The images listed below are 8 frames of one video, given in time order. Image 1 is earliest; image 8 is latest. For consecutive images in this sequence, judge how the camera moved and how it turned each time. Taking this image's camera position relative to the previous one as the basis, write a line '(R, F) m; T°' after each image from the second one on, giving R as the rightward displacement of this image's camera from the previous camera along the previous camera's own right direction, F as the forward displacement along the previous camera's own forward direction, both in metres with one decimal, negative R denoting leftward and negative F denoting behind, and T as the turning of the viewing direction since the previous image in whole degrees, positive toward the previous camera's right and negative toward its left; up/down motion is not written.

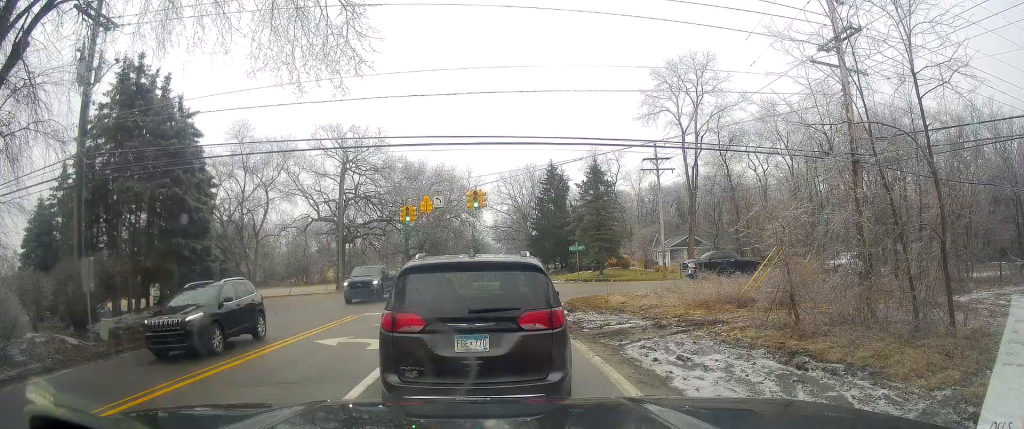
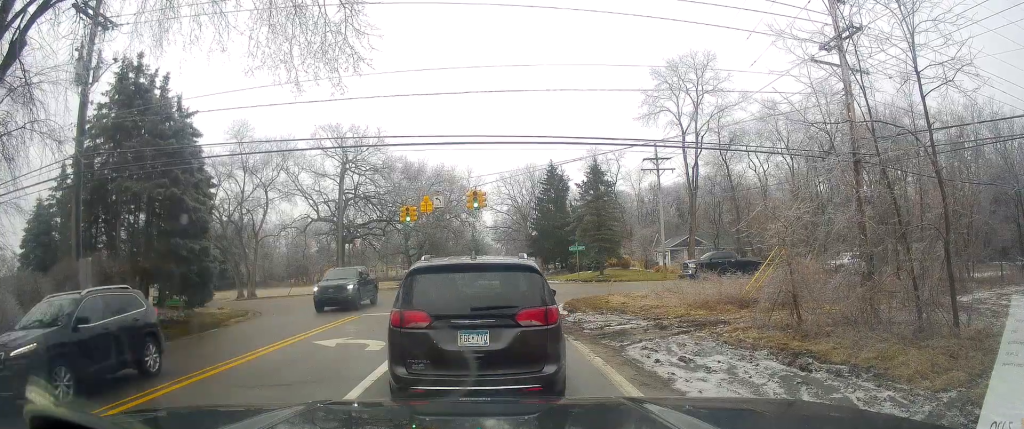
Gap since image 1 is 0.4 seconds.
(0.0, 0.0) m; 0°
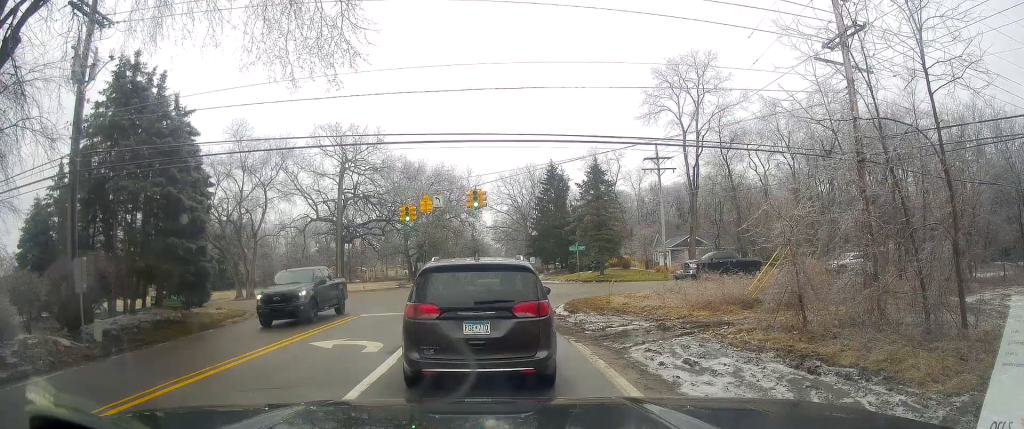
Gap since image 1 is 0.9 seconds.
(0.0, 0.0) m; 0°
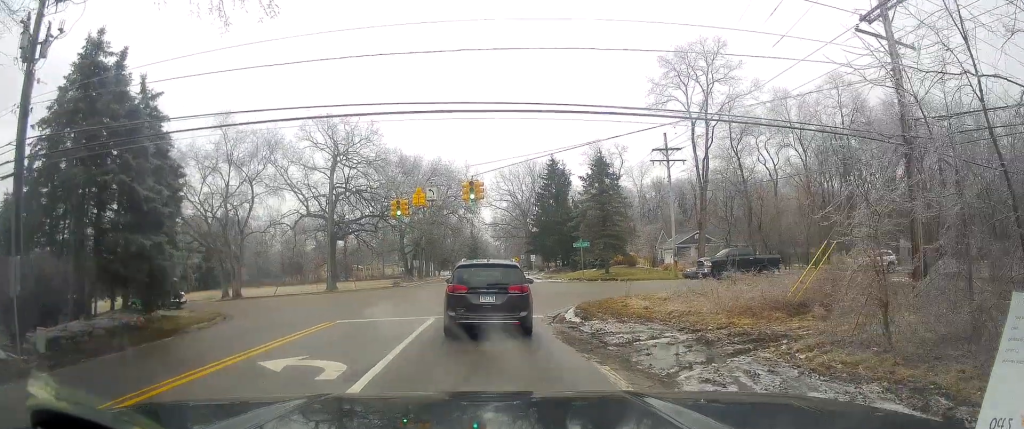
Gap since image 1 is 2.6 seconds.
(-0.1, +0.5) m; 0°
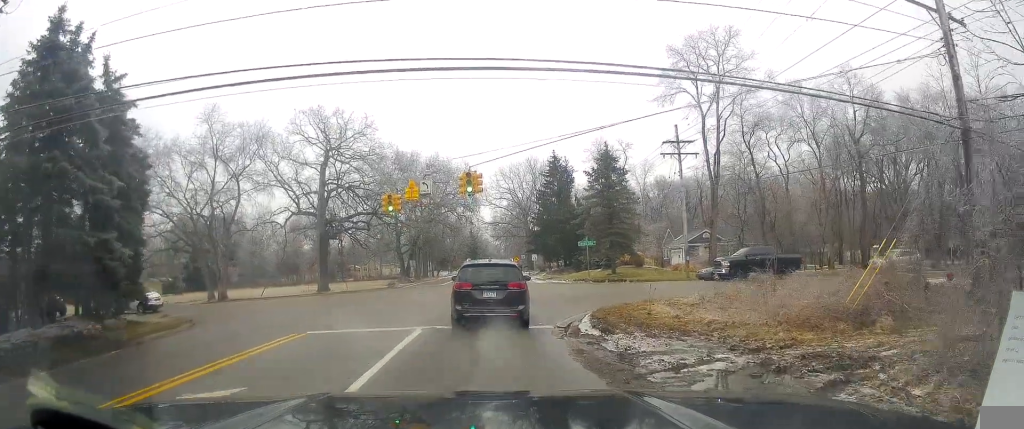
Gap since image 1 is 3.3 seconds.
(0.0, +0.3) m; 0°
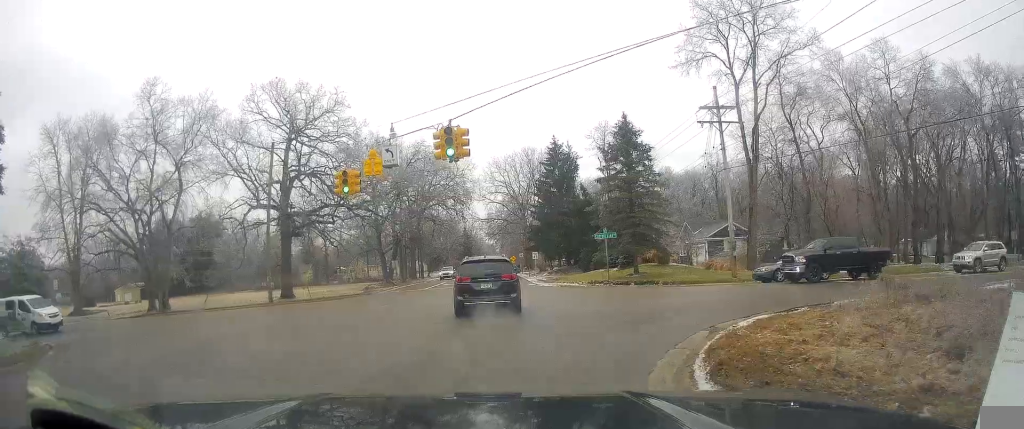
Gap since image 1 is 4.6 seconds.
(0.0, +2.9) m; 0°
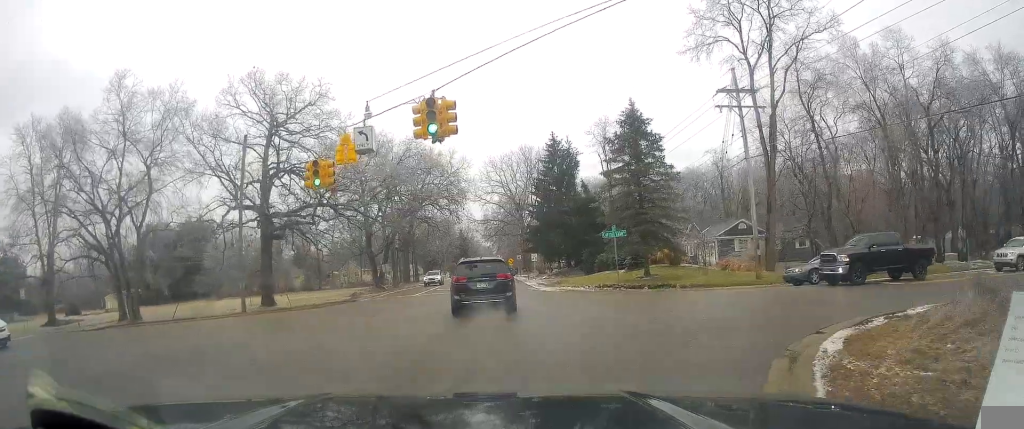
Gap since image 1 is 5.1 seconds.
(0.0, +2.1) m; 0°
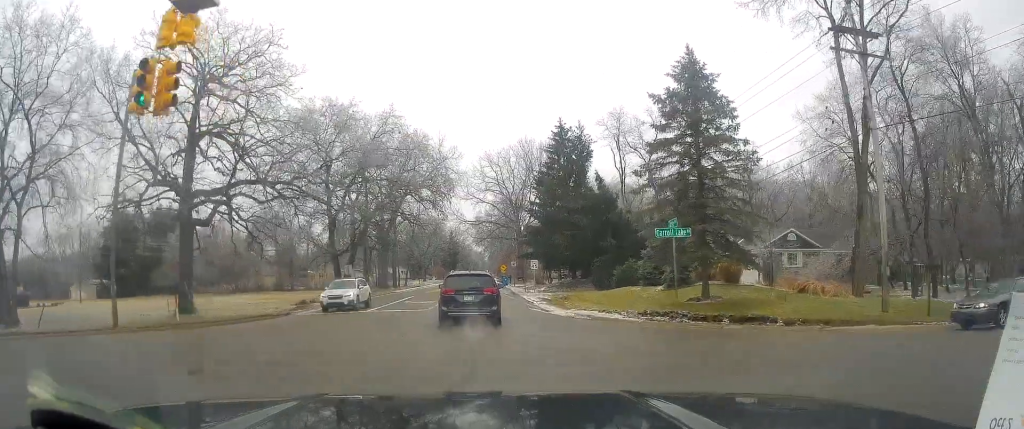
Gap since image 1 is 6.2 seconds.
(0.0, +7.9) m; -5°
